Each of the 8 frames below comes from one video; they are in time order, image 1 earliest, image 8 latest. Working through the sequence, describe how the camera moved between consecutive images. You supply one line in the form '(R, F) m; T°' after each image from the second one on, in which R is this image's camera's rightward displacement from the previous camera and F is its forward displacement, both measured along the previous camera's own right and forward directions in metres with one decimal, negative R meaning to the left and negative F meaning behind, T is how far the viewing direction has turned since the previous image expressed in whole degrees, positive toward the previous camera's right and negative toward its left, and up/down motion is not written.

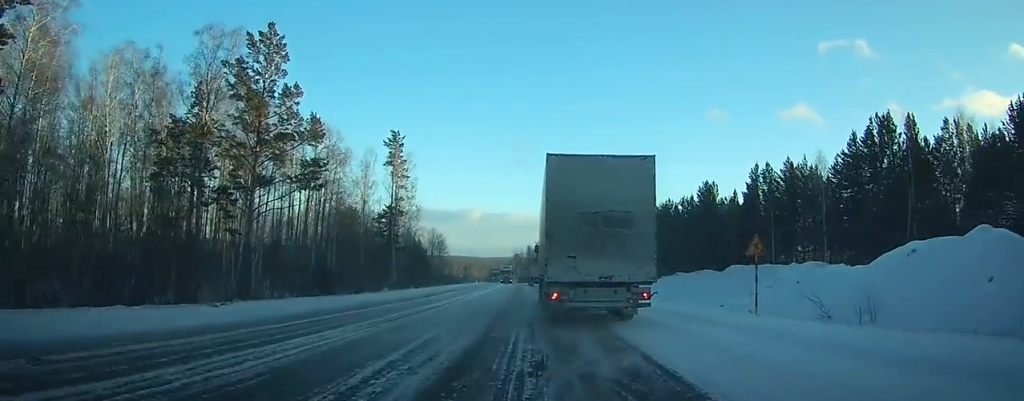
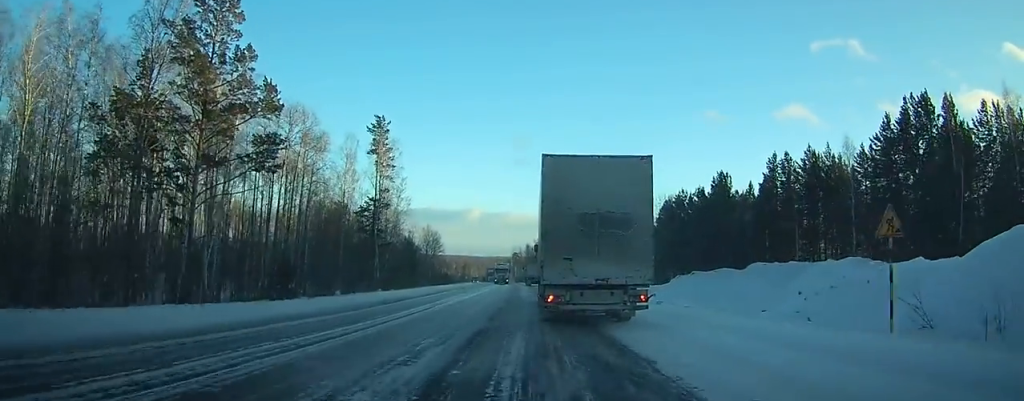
(0.0, +9.5) m; 0°
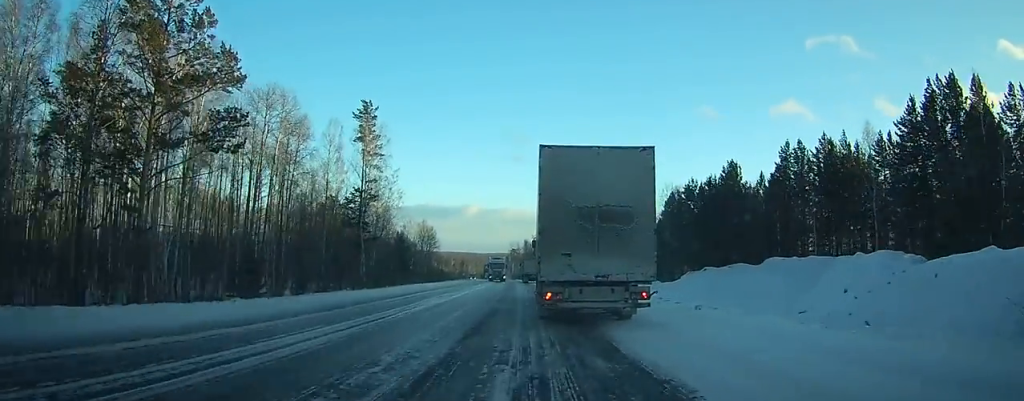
(0.0, +5.9) m; 0°
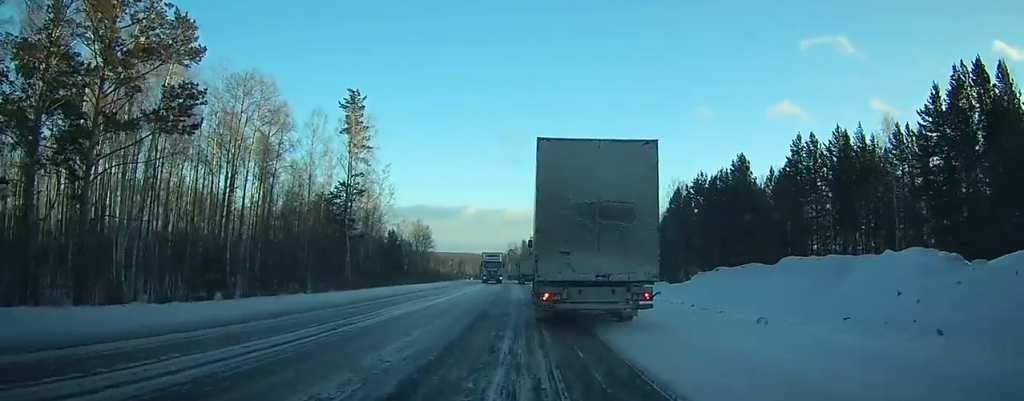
(+0.1, +4.5) m; +1°
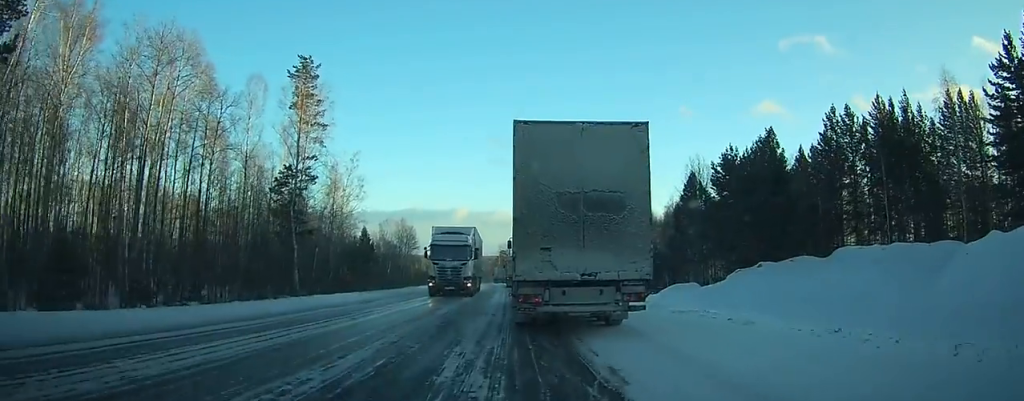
(+0.1, +12.9) m; 0°
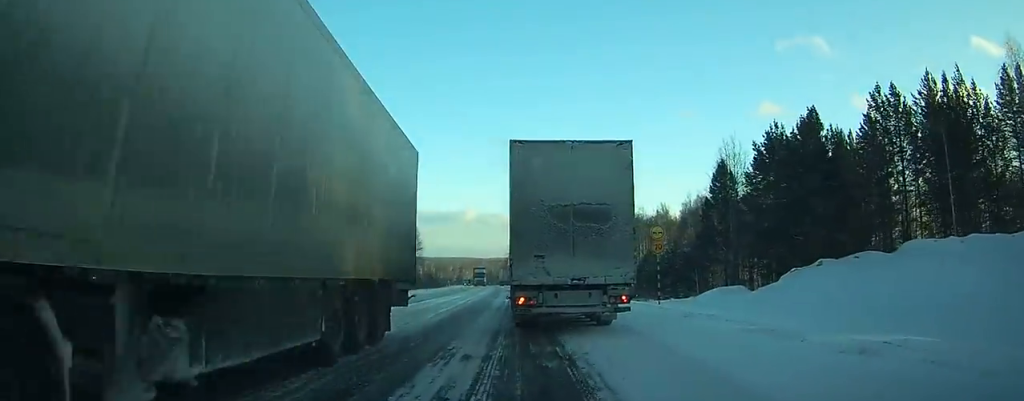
(-0.2, +8.8) m; -1°
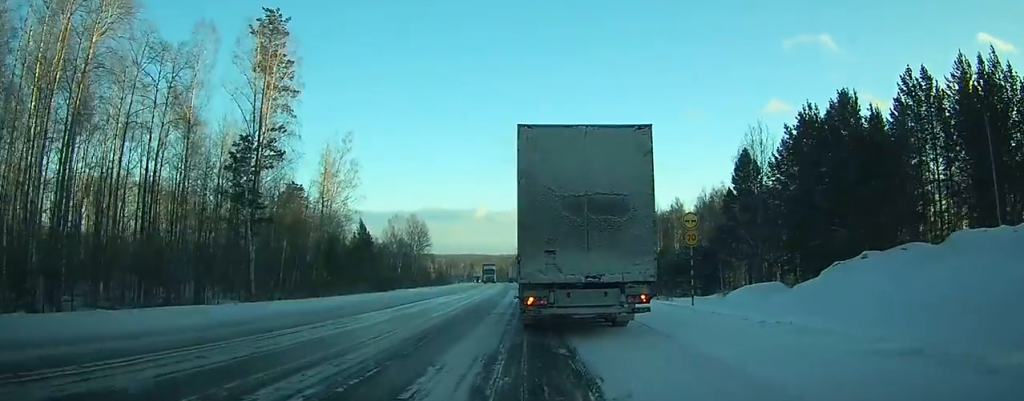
(0.0, +3.4) m; 0°
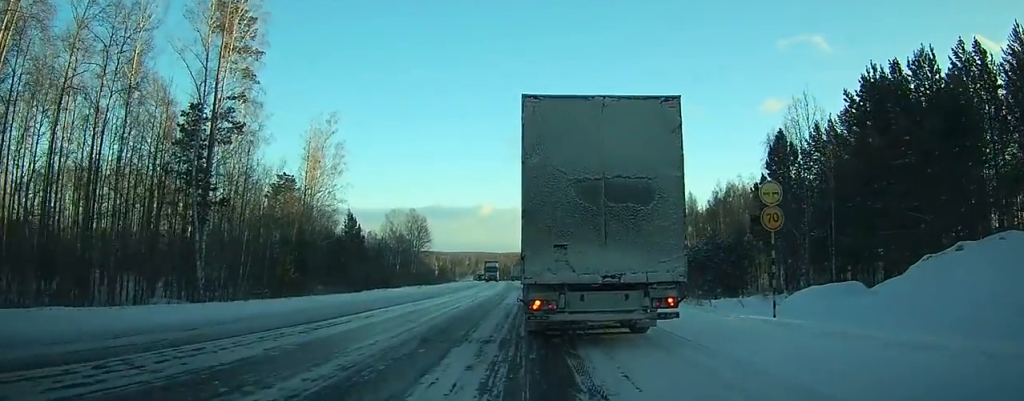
(-0.2, +8.1) m; -4°
